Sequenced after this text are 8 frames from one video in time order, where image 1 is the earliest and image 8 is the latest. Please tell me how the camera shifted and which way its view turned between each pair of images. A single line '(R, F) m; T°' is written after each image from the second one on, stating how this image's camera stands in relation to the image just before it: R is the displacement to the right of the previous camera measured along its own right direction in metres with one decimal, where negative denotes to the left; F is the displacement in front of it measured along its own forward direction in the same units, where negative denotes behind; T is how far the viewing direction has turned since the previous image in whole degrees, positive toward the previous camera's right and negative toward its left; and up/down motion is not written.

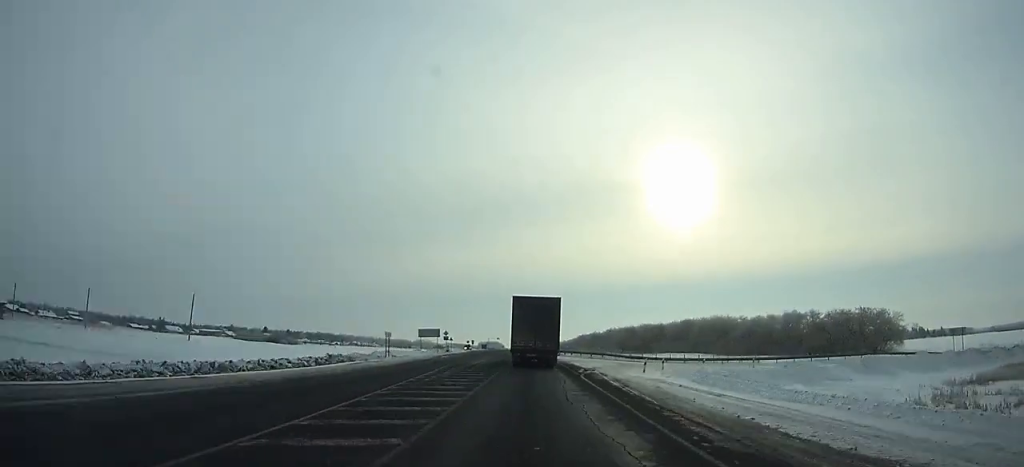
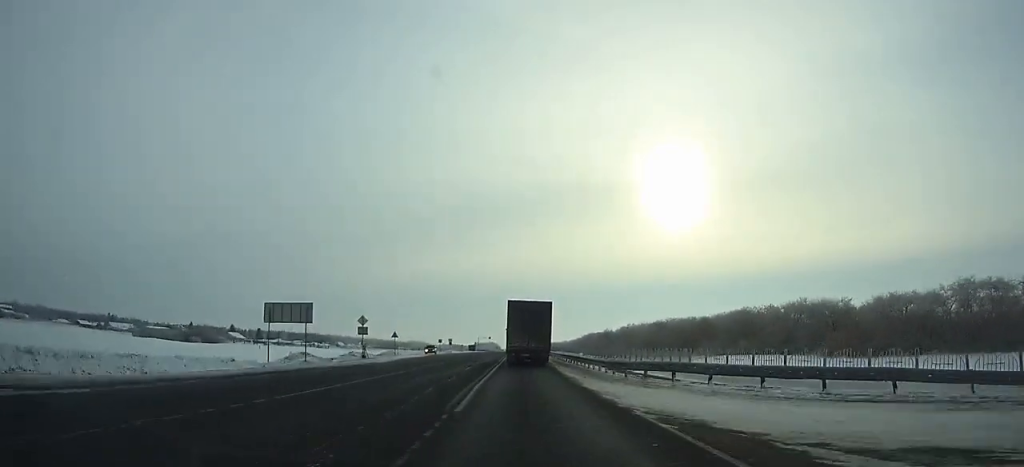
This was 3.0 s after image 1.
(0.0, +54.5) m; 0°
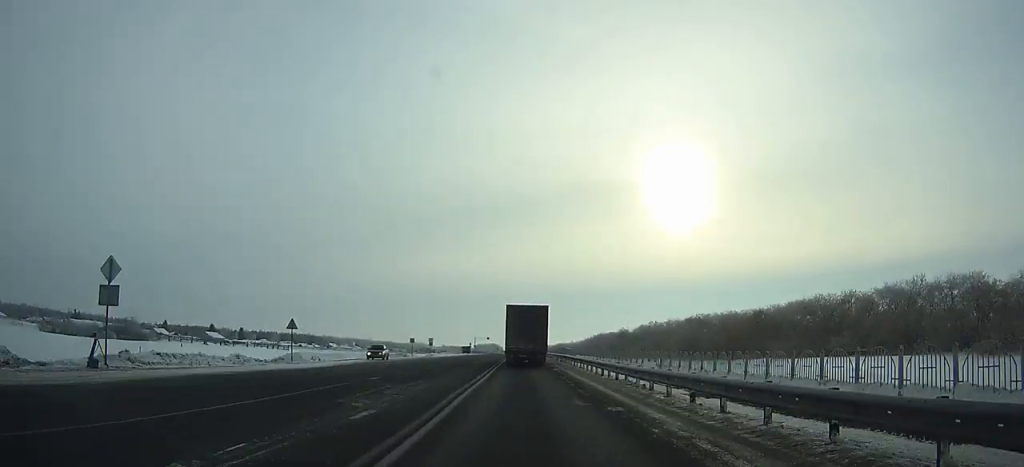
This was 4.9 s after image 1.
(-0.1, +34.9) m; 0°
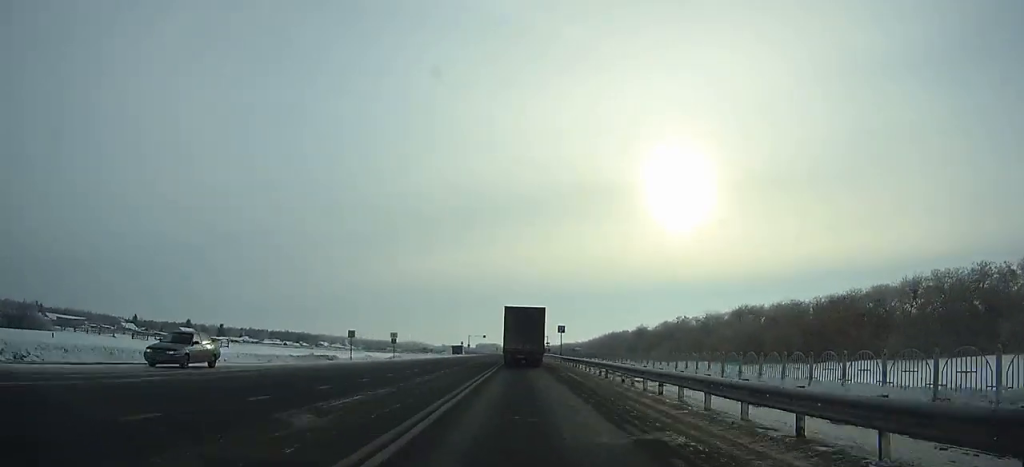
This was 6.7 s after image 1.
(0.0, +33.3) m; 0°
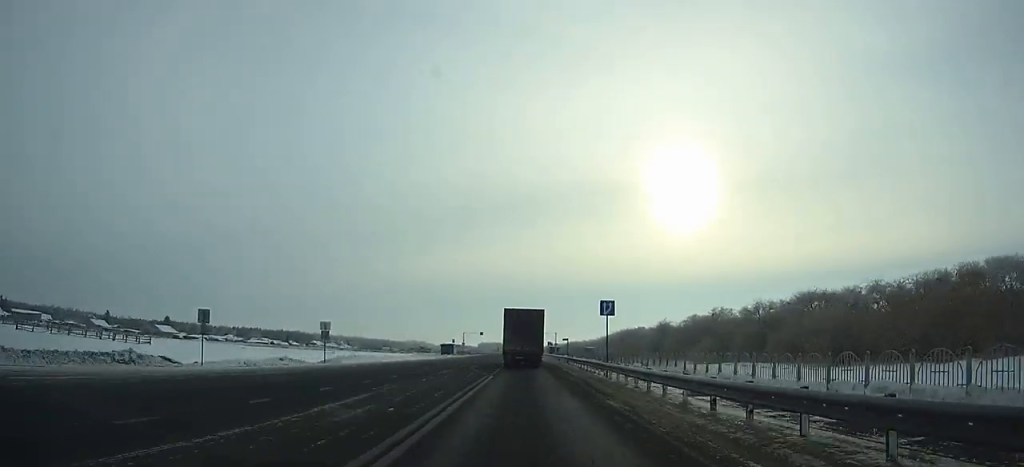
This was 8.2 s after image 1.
(-0.1, +28.3) m; 0°
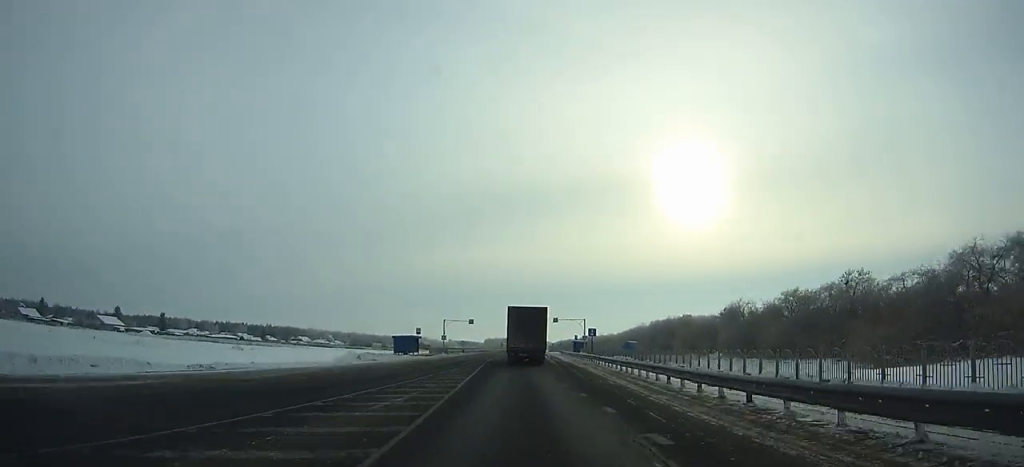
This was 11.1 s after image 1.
(-0.2, +55.3) m; 0°
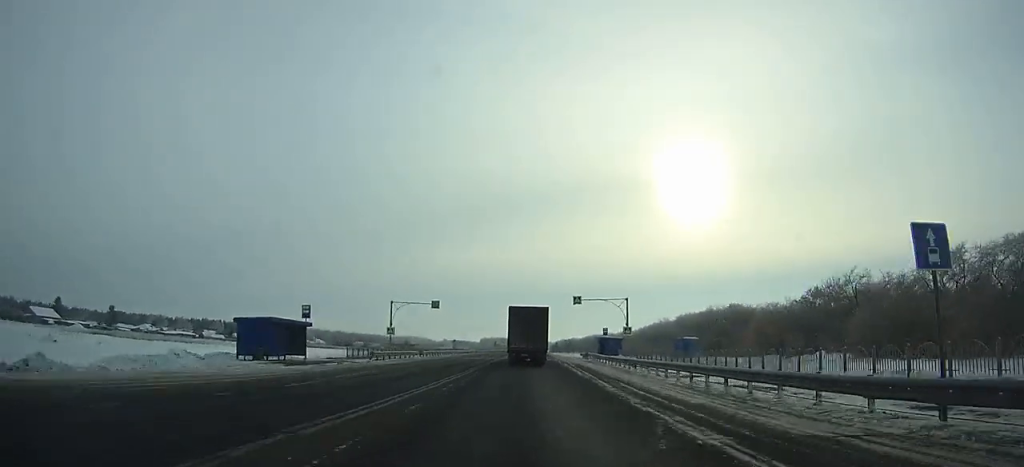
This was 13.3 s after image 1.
(-0.1, +42.6) m; 0°
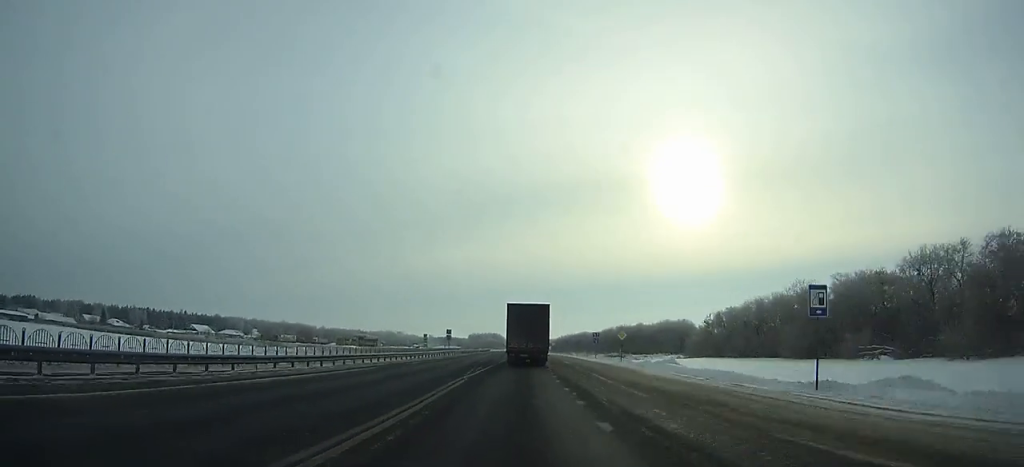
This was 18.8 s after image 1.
(+0.5, +108.7) m; 0°
